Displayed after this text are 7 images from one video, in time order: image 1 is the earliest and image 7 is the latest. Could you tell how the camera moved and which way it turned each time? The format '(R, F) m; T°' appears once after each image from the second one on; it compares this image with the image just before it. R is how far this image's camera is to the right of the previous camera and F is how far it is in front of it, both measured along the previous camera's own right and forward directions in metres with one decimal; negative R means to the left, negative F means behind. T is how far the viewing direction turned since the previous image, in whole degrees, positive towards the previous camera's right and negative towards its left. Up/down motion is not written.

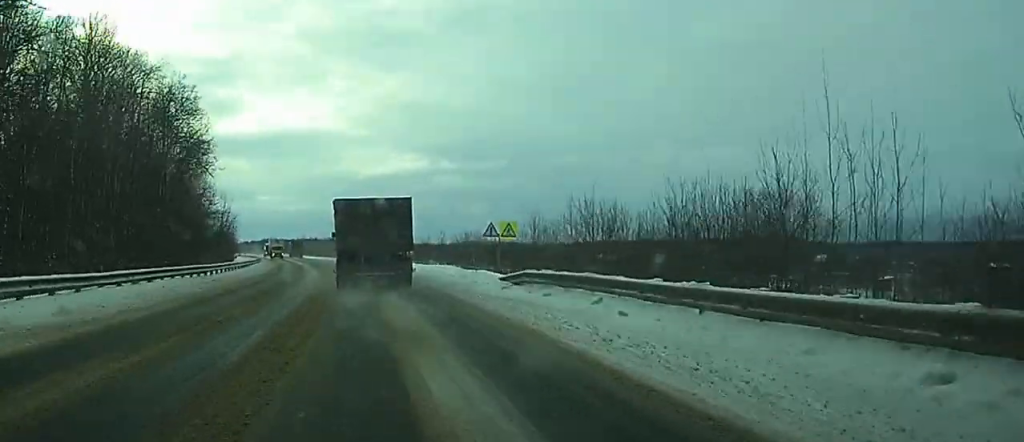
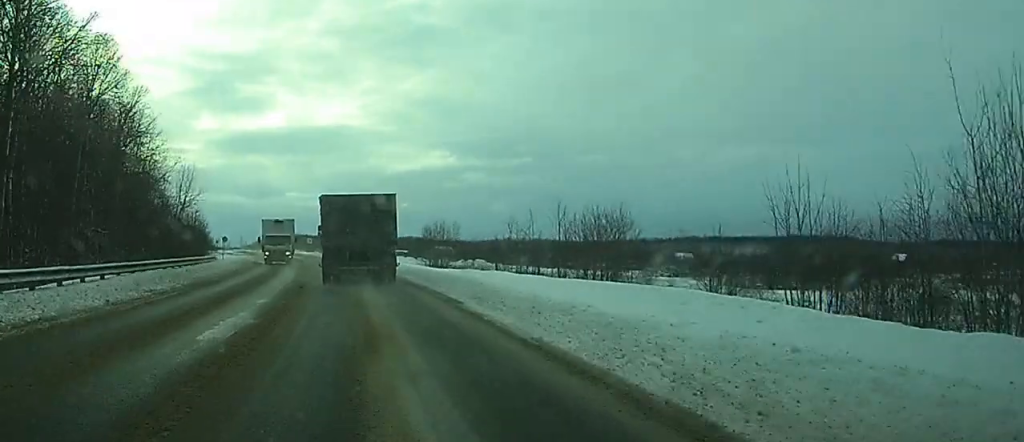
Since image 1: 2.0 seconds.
(-0.2, +40.6) m; -1°
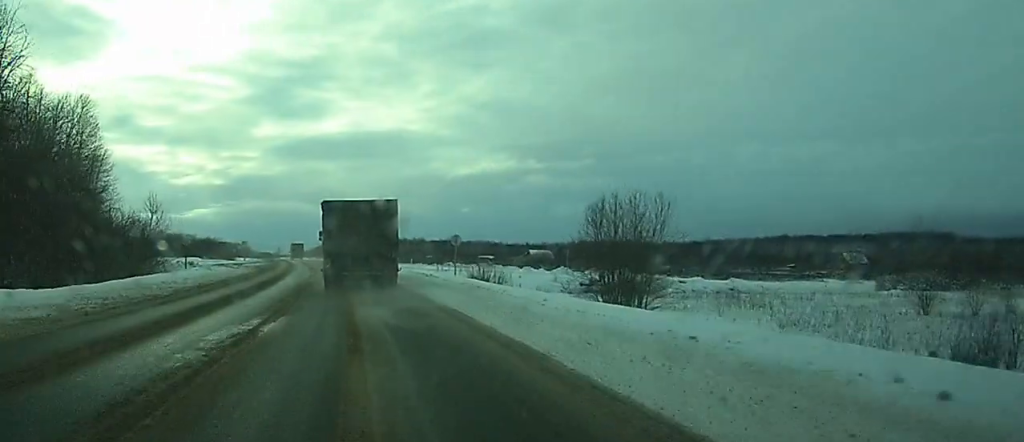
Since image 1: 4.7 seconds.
(-1.8, +52.8) m; -4°
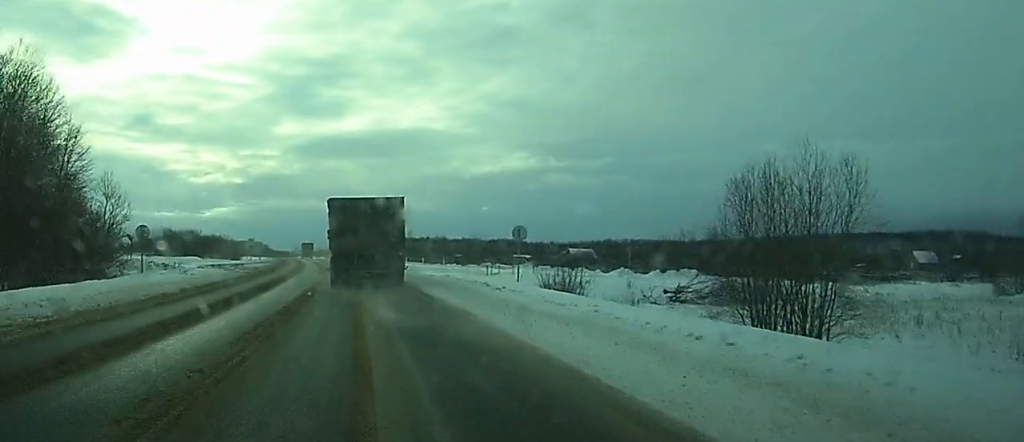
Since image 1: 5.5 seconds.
(-0.1, +16.2) m; 0°
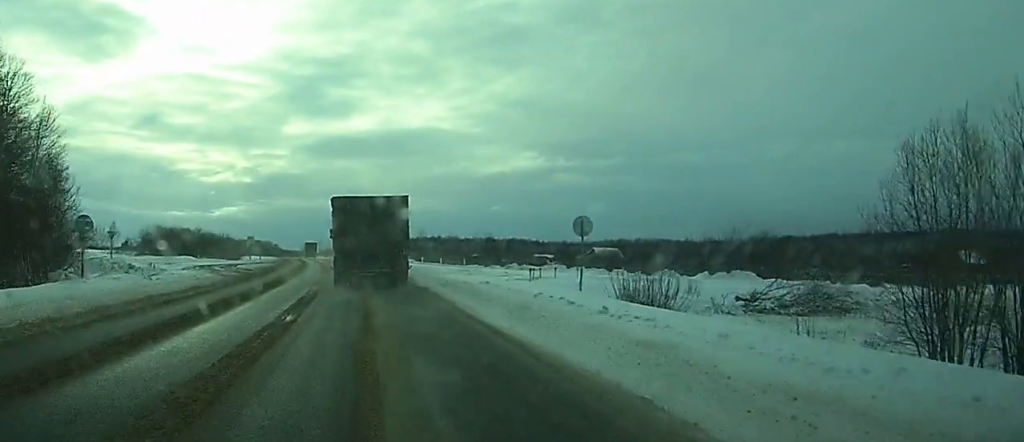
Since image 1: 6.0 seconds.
(0.0, +10.1) m; 0°
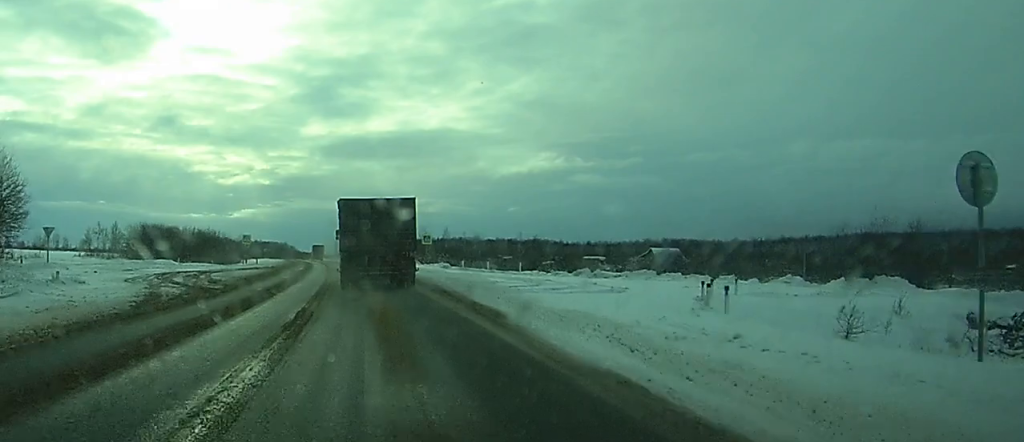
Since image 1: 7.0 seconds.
(-0.1, +20.2) m; -1°
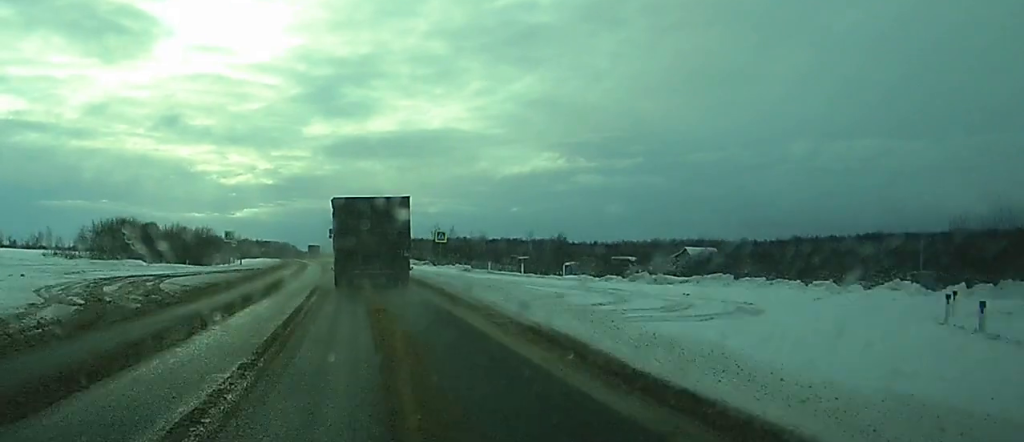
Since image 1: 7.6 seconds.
(-0.1, +12.7) m; -1°
